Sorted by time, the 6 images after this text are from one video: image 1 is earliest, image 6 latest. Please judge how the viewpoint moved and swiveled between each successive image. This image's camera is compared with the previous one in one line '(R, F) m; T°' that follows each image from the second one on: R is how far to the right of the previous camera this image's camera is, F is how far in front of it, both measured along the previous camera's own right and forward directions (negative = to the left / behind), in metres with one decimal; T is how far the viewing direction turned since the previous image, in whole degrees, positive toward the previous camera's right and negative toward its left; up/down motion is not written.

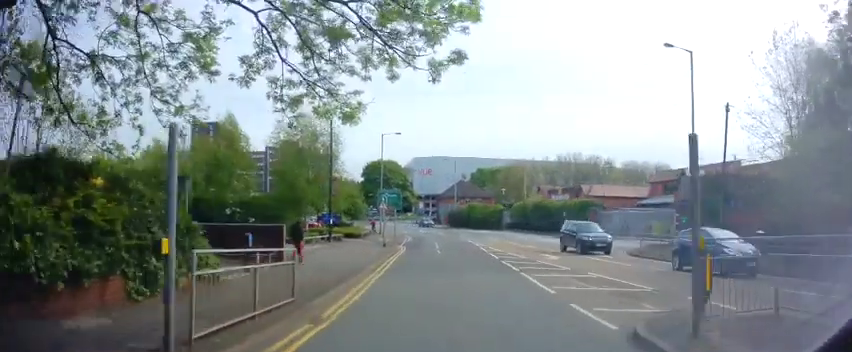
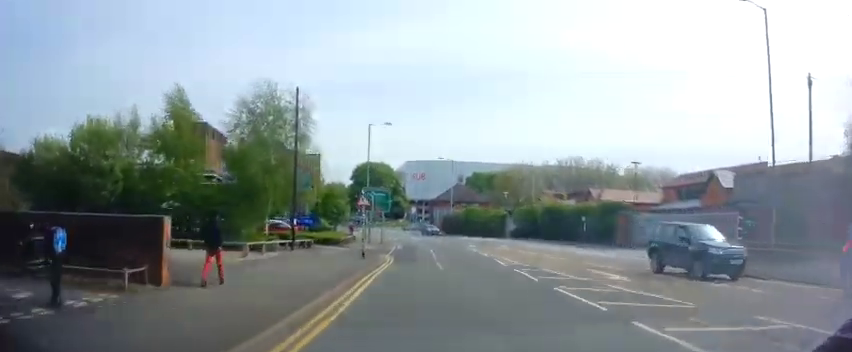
(-0.1, +8.2) m; -1°
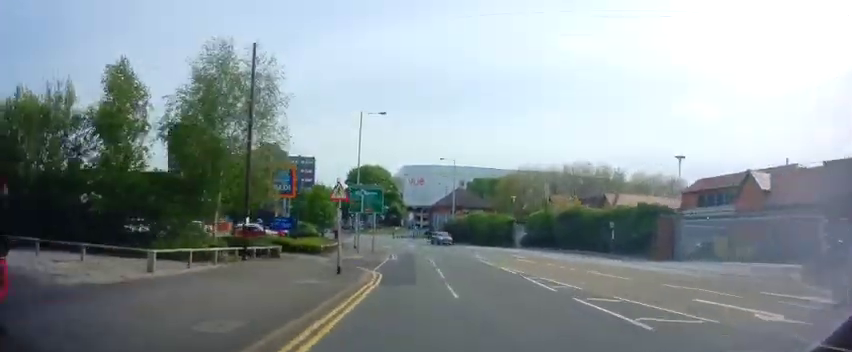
(-0.2, +7.0) m; 0°
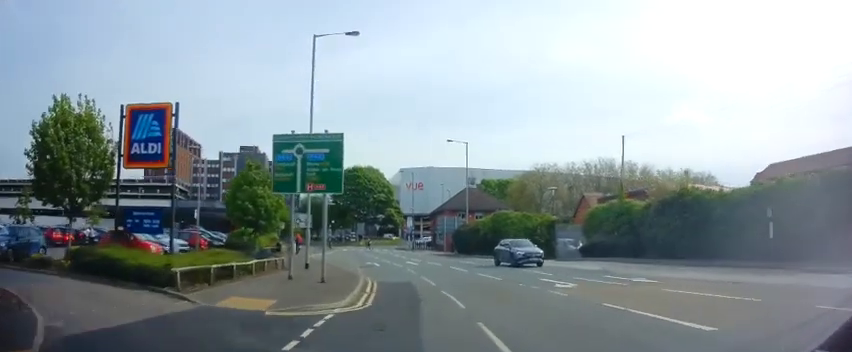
(+1.0, +19.0) m; +4°
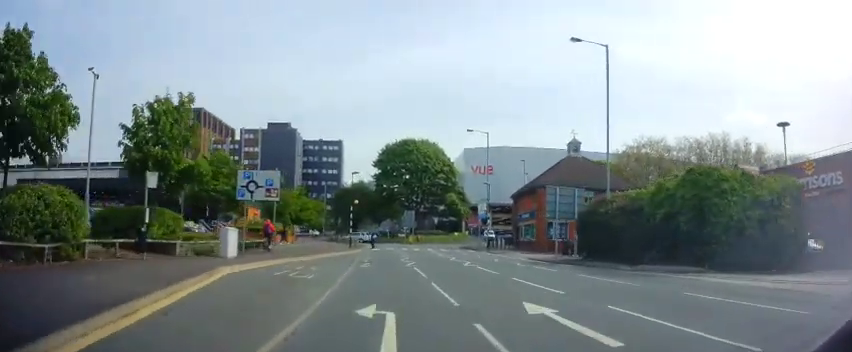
(-1.5, +26.0) m; -9°
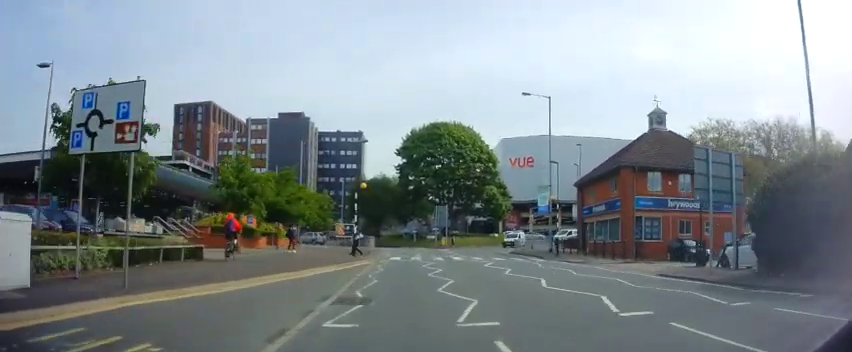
(-0.1, +13.7) m; 0°
